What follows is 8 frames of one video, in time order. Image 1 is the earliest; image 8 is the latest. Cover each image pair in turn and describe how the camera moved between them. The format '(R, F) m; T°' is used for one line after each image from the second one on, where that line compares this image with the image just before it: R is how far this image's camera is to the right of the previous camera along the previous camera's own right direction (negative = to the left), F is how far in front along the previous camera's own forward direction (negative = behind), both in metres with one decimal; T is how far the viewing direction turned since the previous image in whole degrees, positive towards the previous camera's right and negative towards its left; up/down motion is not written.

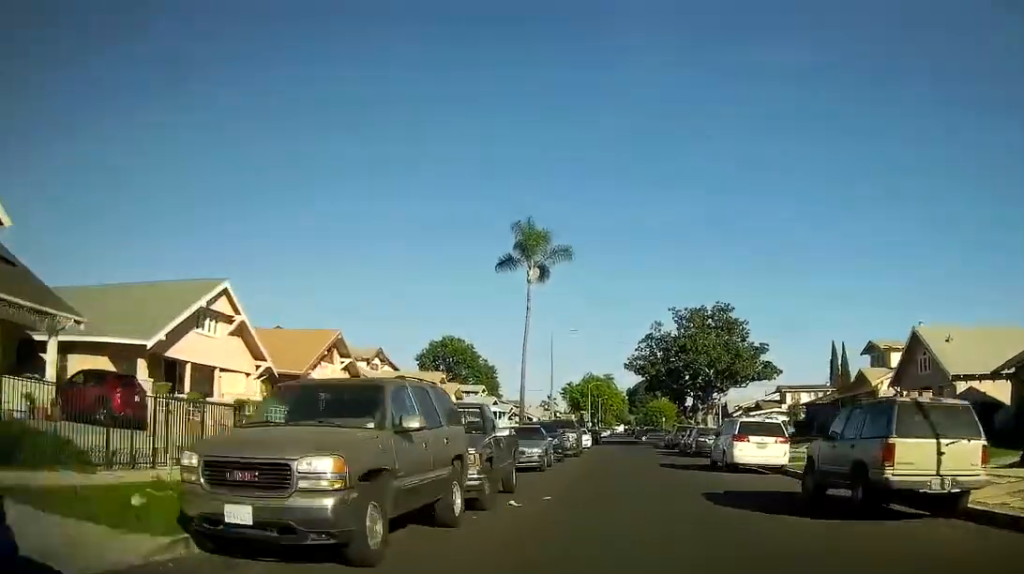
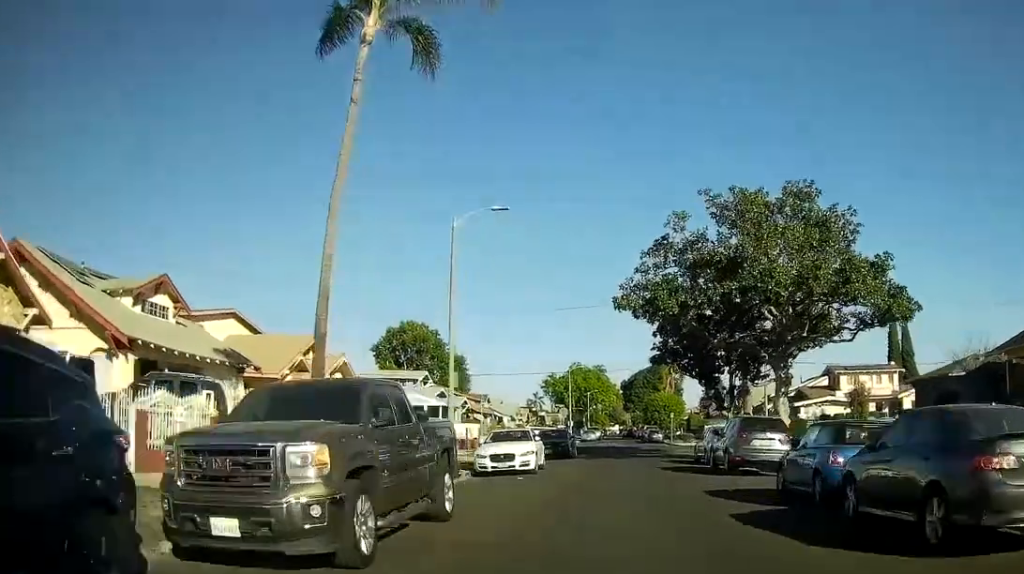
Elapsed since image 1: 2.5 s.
(+0.2, +27.8) m; +1°
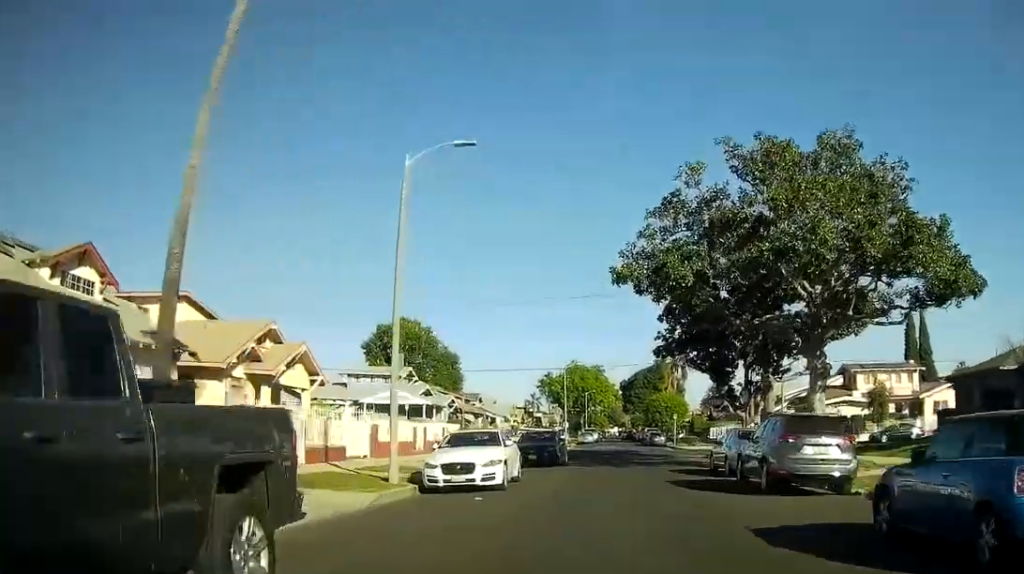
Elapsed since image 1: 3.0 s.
(0.0, +6.0) m; 0°
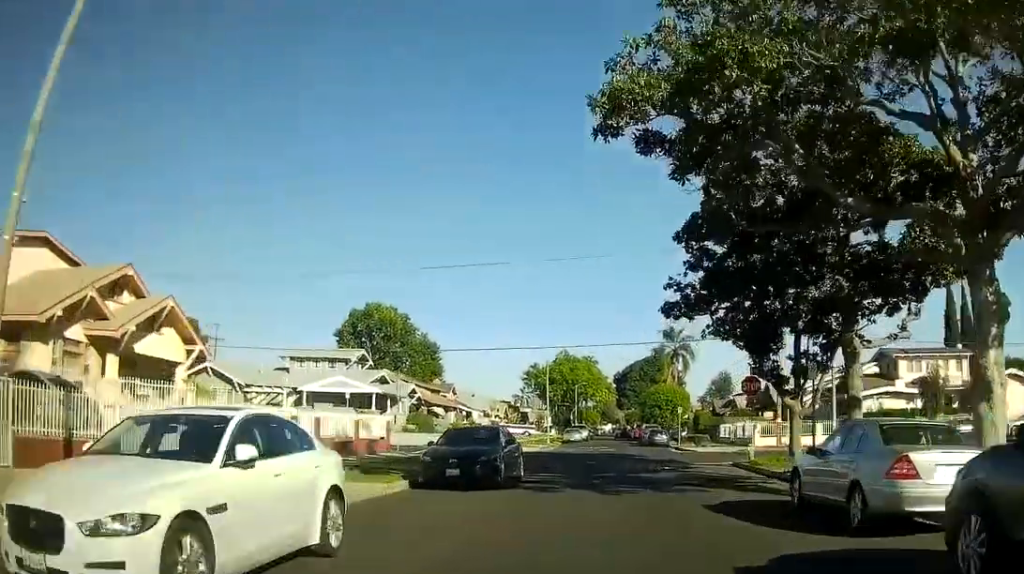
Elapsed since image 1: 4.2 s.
(0.0, +12.8) m; +1°
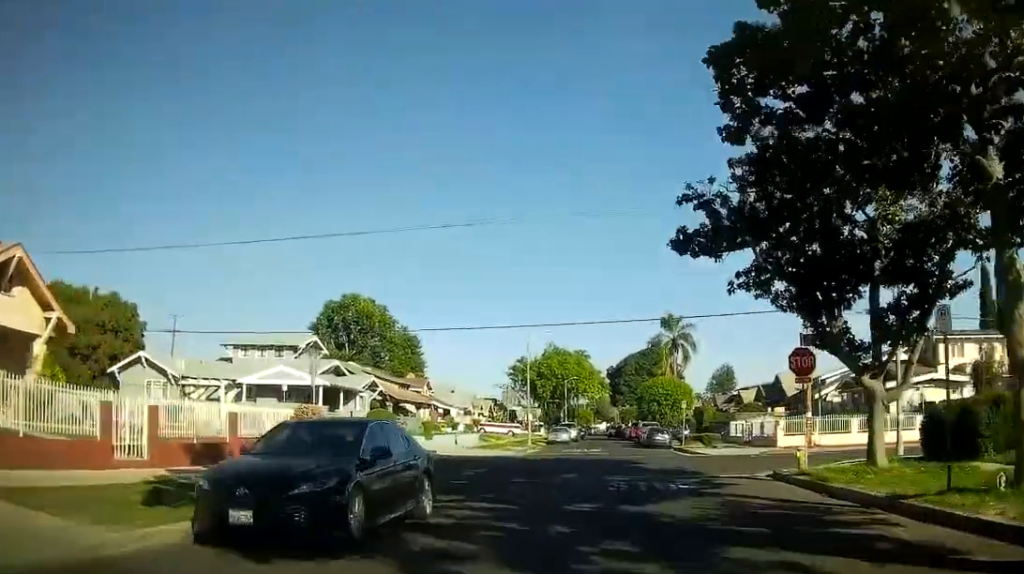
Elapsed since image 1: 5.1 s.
(+0.1, +9.6) m; 0°
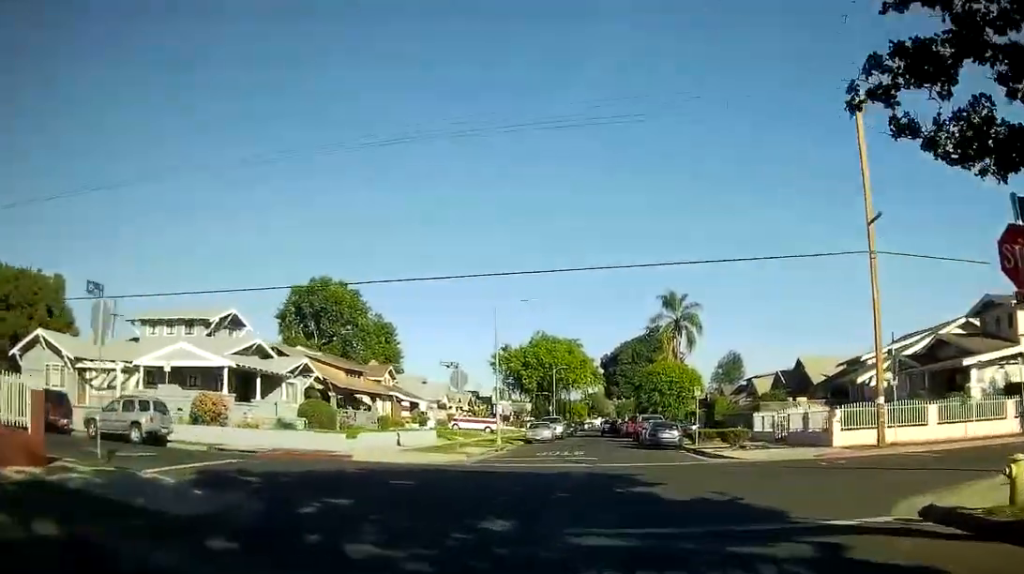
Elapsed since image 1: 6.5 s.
(-0.1, +13.0) m; -1°
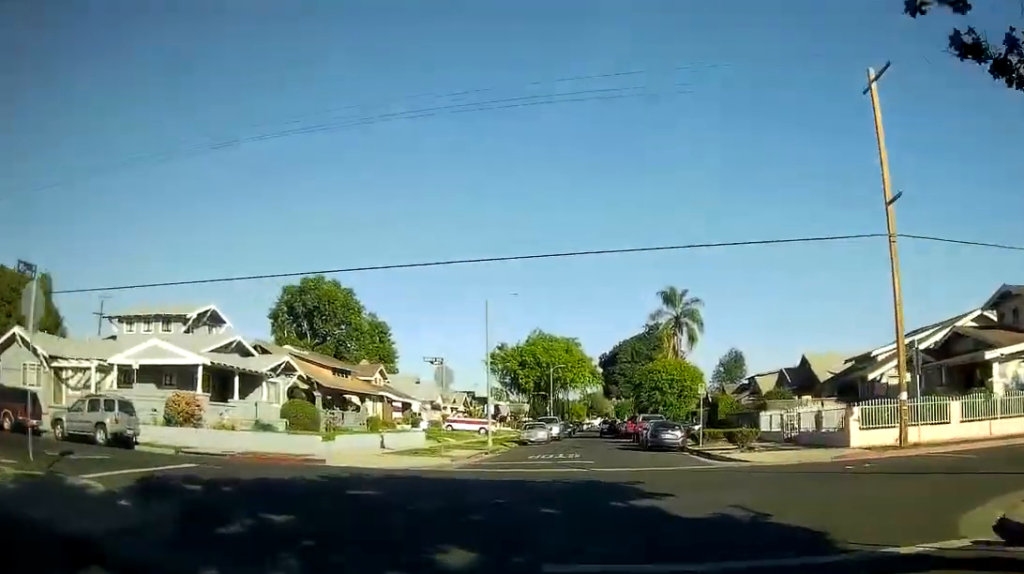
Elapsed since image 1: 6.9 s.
(0.0, +2.9) m; 0°
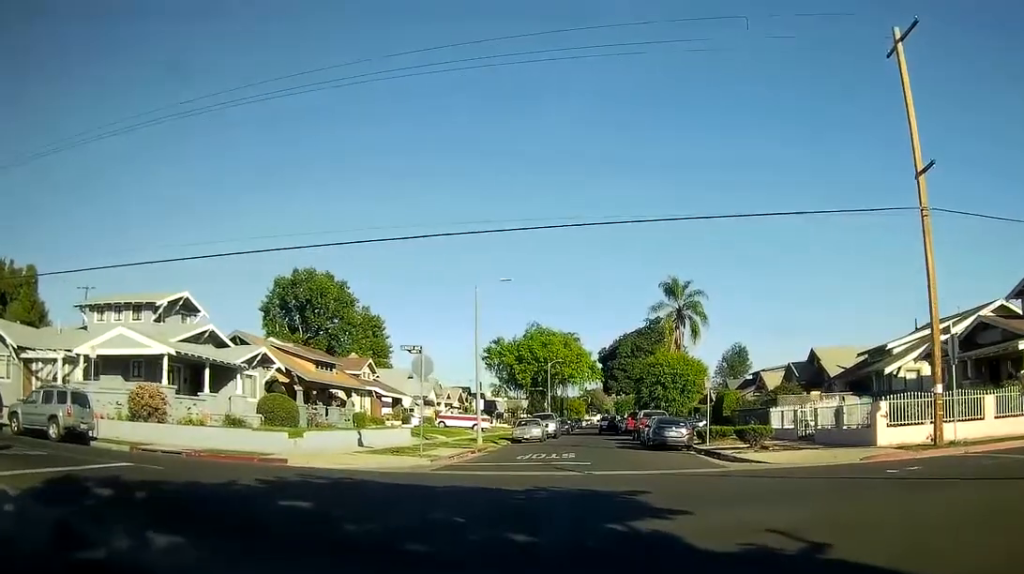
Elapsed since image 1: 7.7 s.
(0.0, +5.2) m; 0°
